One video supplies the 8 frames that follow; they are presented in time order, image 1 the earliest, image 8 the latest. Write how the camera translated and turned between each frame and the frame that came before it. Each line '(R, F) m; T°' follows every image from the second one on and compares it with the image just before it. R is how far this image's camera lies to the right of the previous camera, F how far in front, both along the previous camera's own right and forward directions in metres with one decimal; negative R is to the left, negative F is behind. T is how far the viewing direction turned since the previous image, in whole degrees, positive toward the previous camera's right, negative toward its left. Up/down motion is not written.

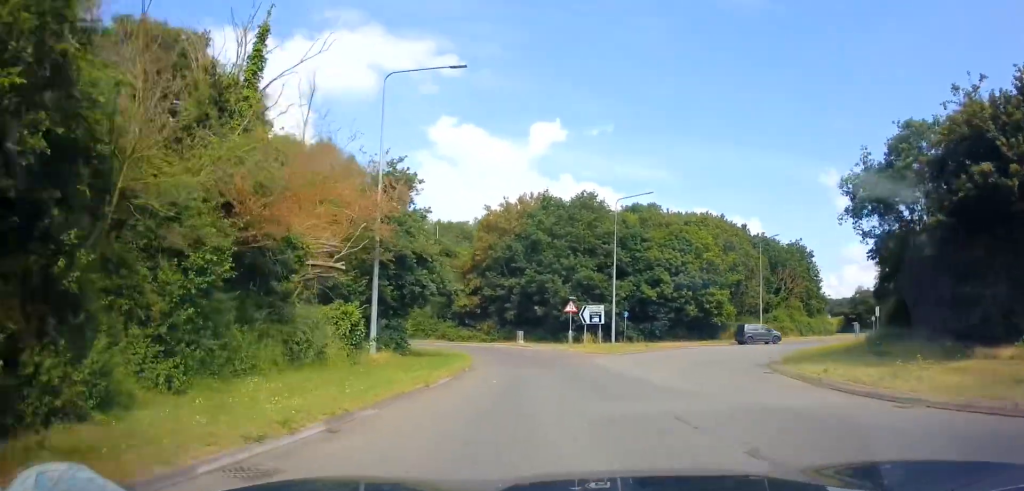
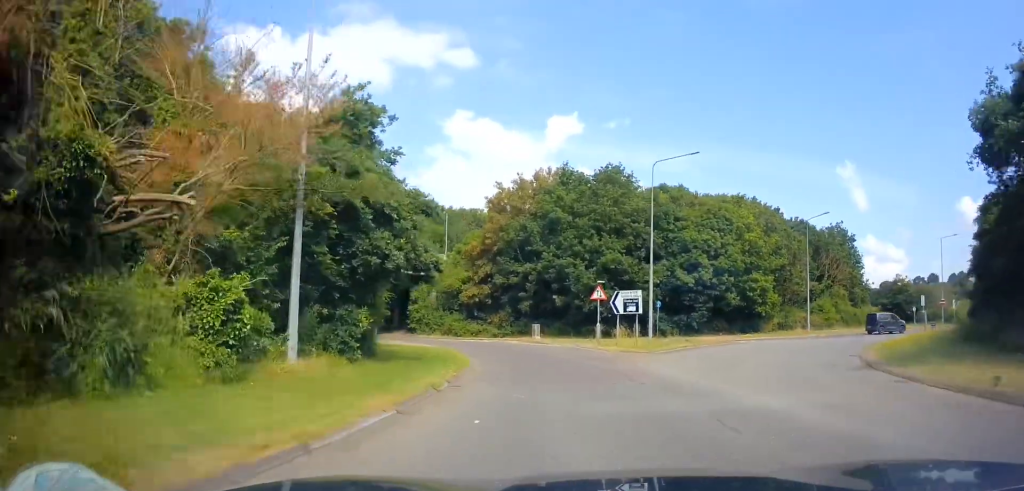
(-0.5, +6.8) m; -4°
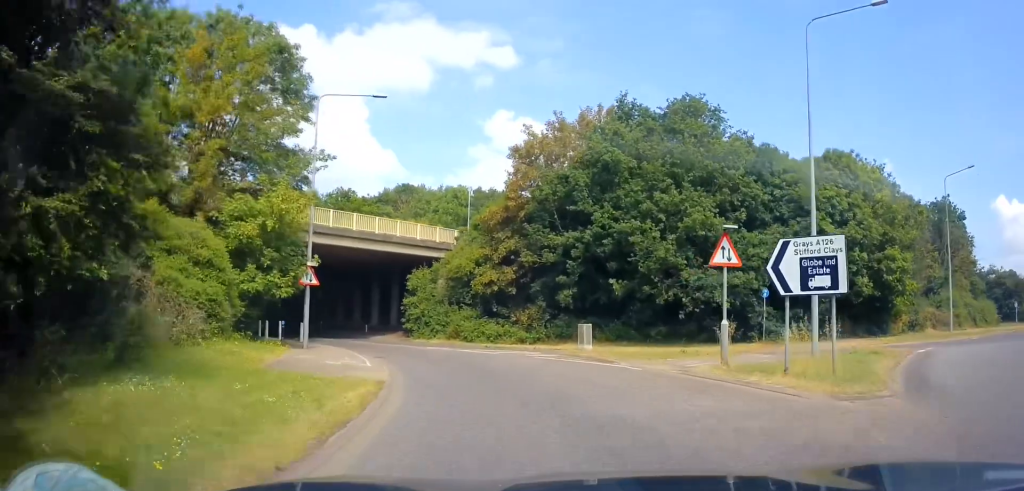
(-0.1, +15.3) m; -4°
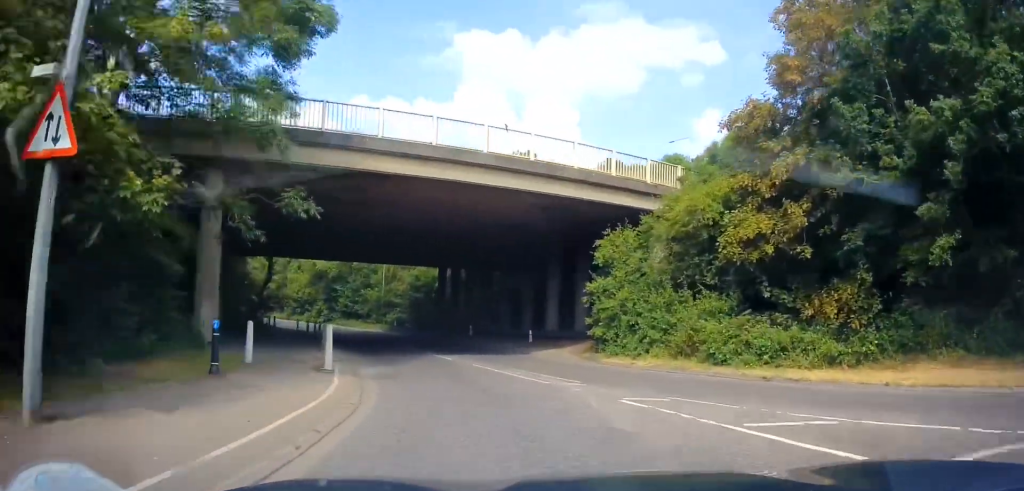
(-3.1, +18.6) m; -22°
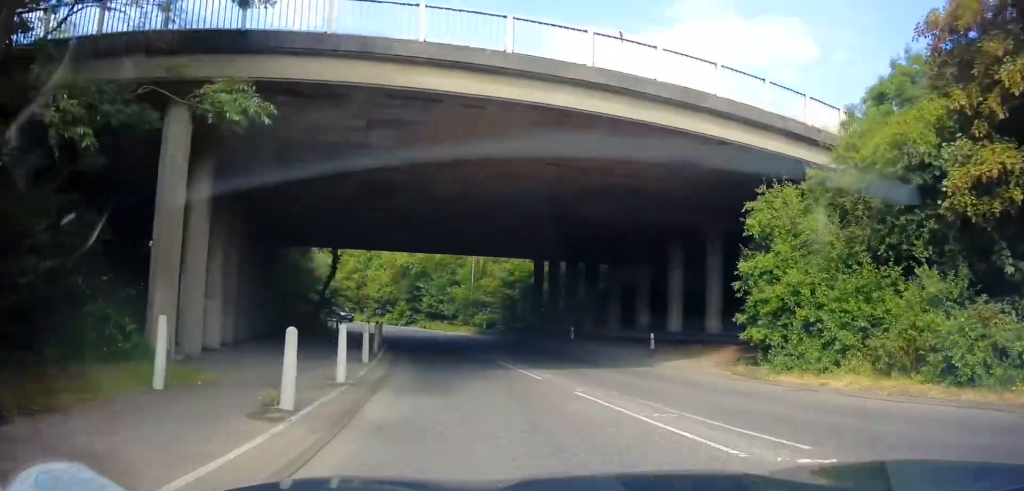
(-0.3, +6.5) m; -9°
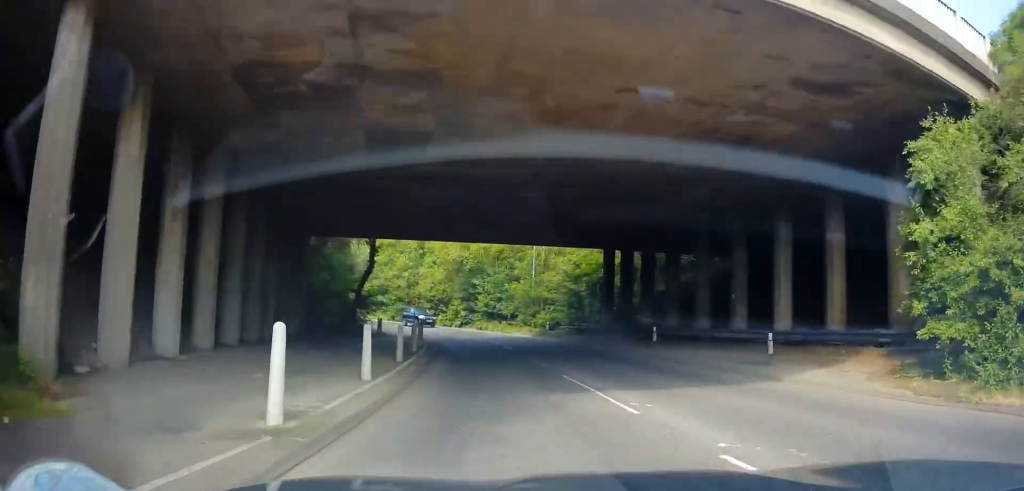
(-0.7, +5.1) m; -5°
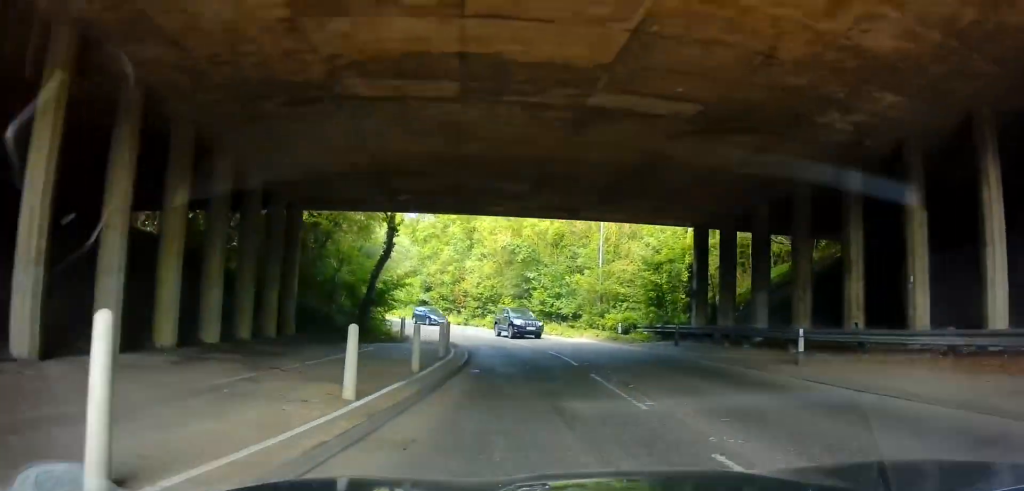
(-0.4, +7.9) m; -3°
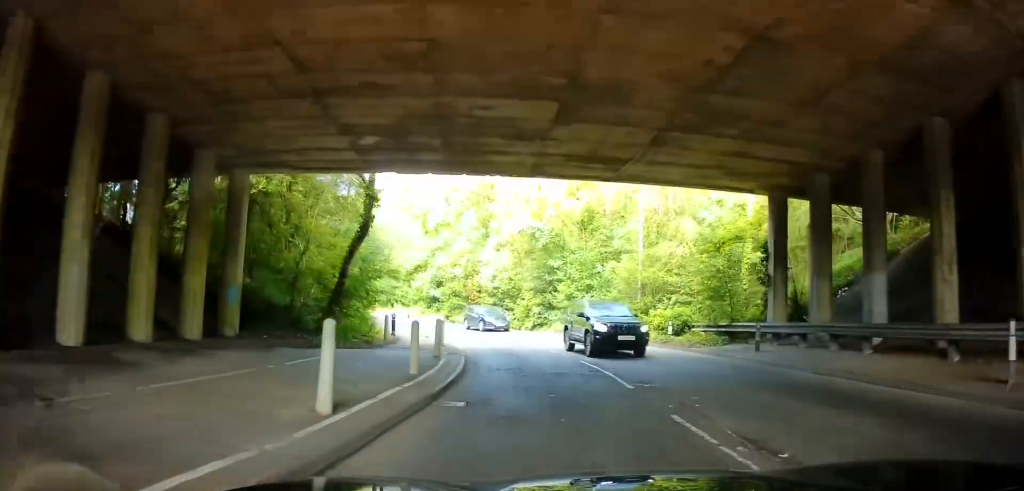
(0.0, +6.2) m; -1°
